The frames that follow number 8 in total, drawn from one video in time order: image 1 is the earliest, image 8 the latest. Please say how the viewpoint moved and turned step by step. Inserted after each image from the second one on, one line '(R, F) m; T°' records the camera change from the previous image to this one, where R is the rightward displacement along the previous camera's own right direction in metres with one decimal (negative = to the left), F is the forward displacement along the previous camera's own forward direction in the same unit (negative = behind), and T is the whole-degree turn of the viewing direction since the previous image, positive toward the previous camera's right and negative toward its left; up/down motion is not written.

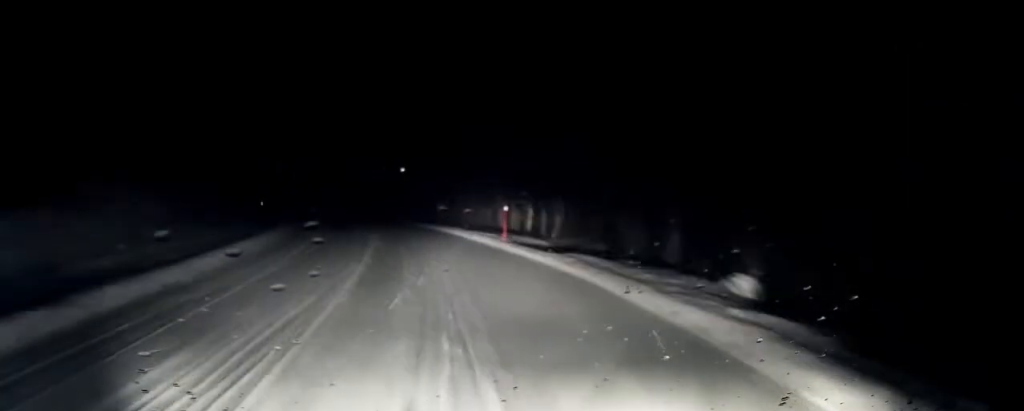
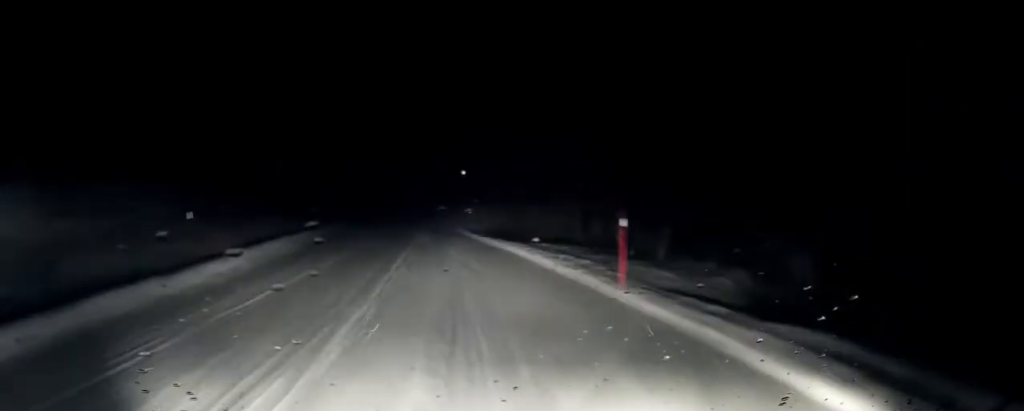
(-0.2, +7.3) m; -5°
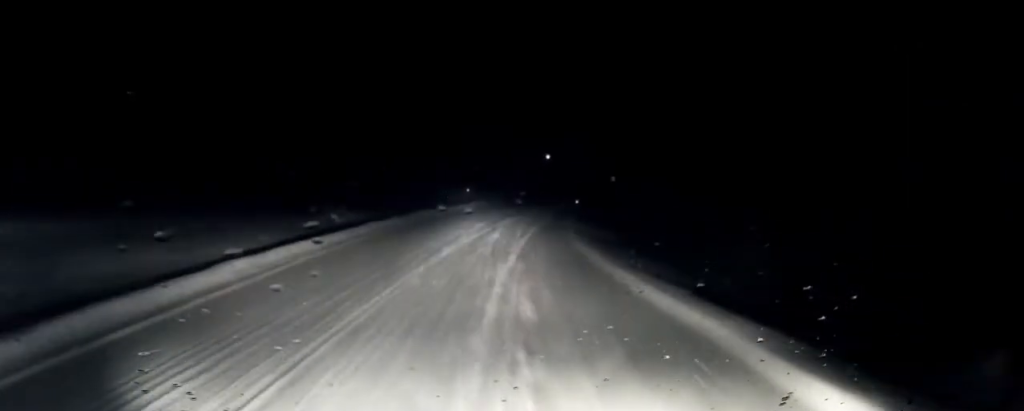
(-2.3, +19.8) m; -11°
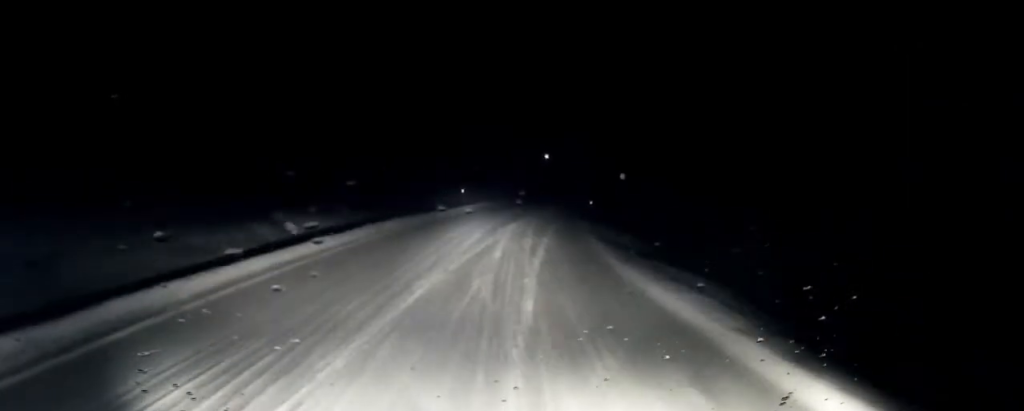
(-0.1, +5.6) m; -1°
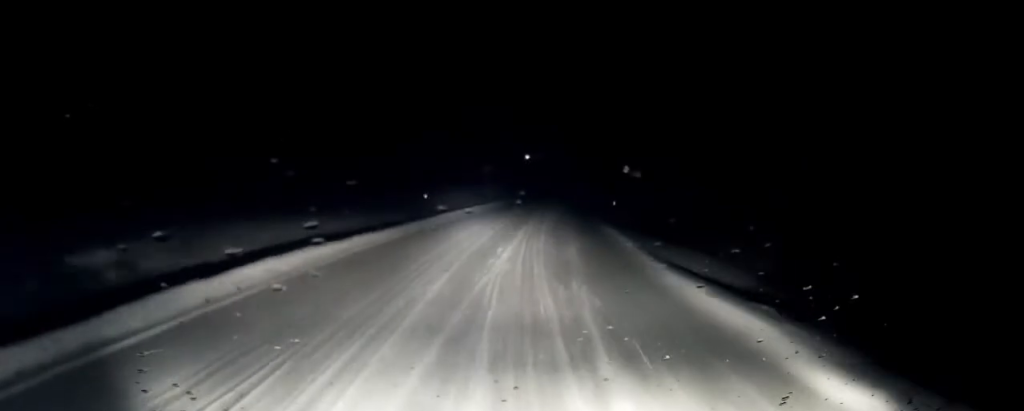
(-0.1, +10.3) m; 0°
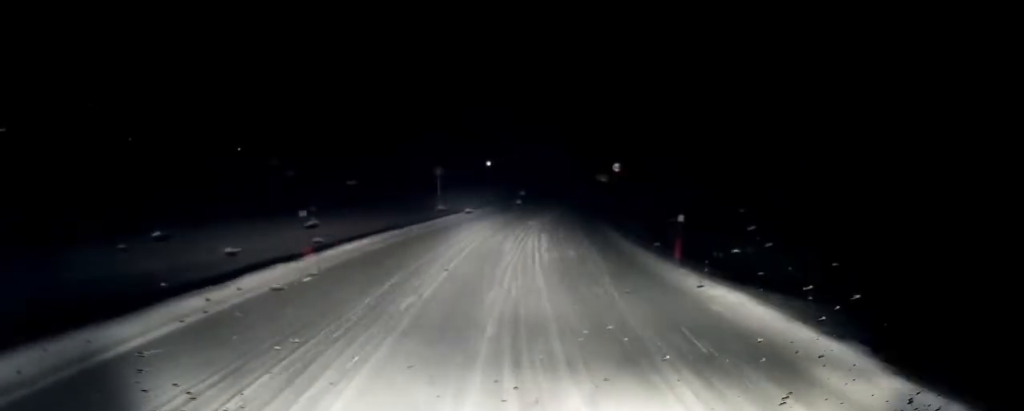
(+0.1, +11.6) m; +3°
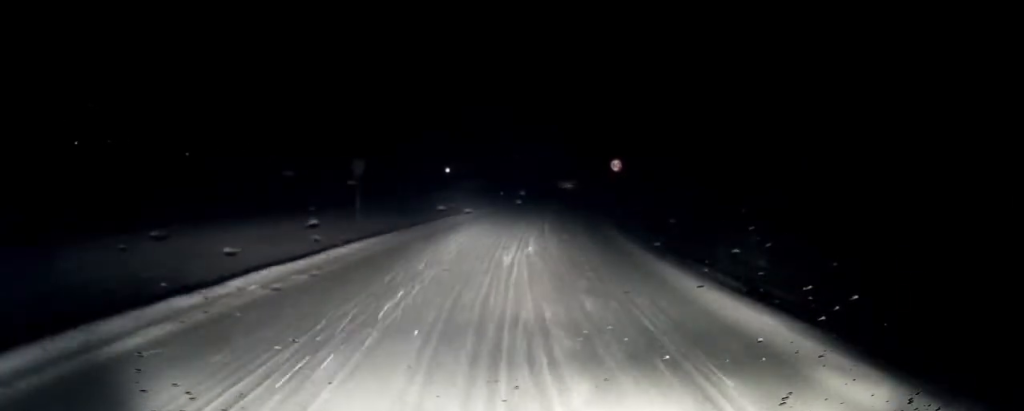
(+0.5, +12.0) m; +4°
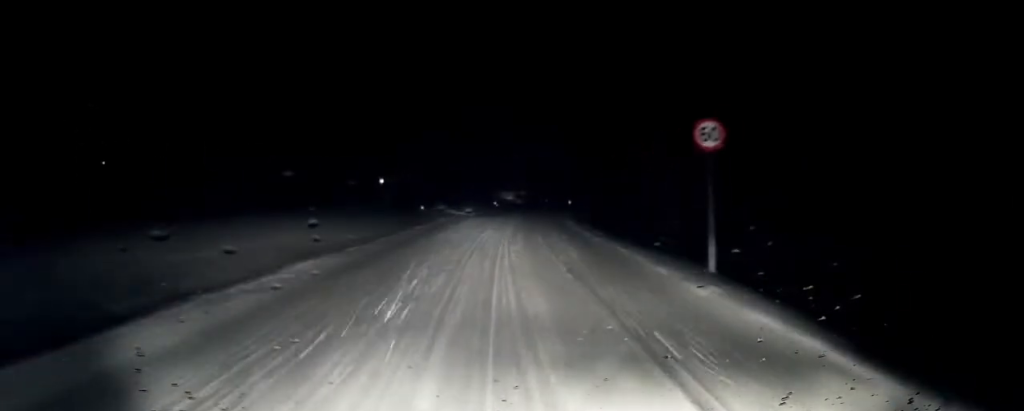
(+1.0, +19.8) m; +5°
